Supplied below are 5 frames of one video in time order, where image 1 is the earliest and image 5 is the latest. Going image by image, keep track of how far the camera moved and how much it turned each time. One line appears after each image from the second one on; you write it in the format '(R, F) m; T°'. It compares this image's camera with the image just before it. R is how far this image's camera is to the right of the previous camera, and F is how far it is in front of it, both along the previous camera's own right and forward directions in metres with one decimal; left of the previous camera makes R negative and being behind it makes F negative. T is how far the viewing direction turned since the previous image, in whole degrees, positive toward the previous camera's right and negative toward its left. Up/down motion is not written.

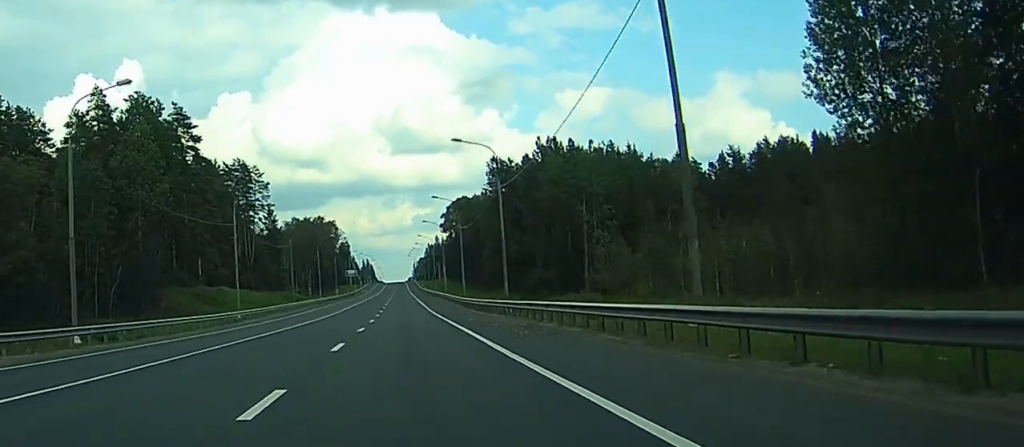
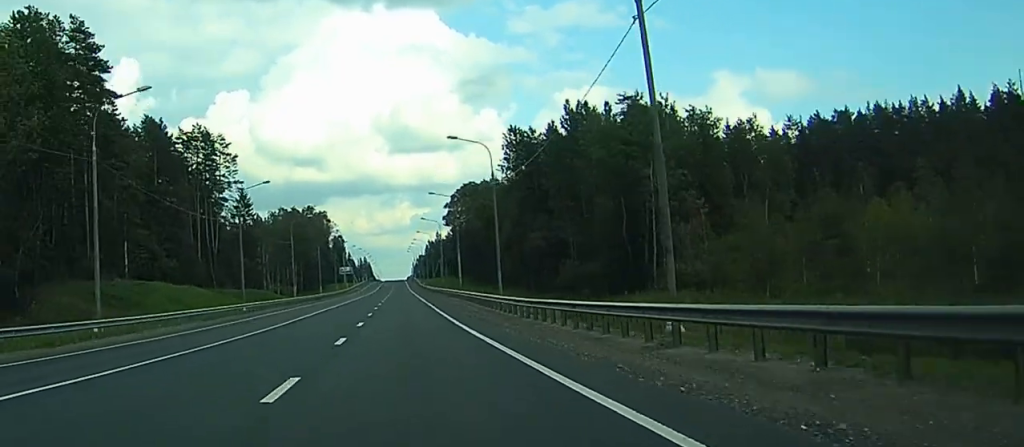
(+0.1, +34.6) m; 0°
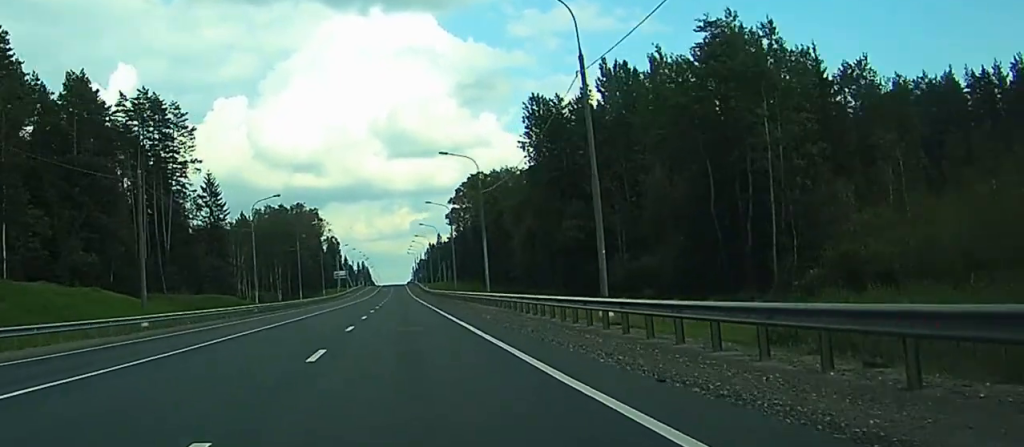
(0.0, +30.1) m; 0°
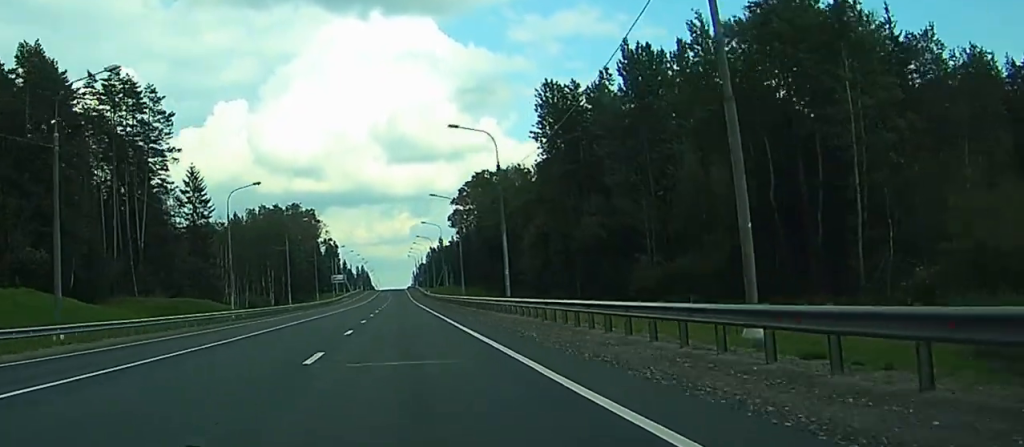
(0.0, +12.2) m; 0°
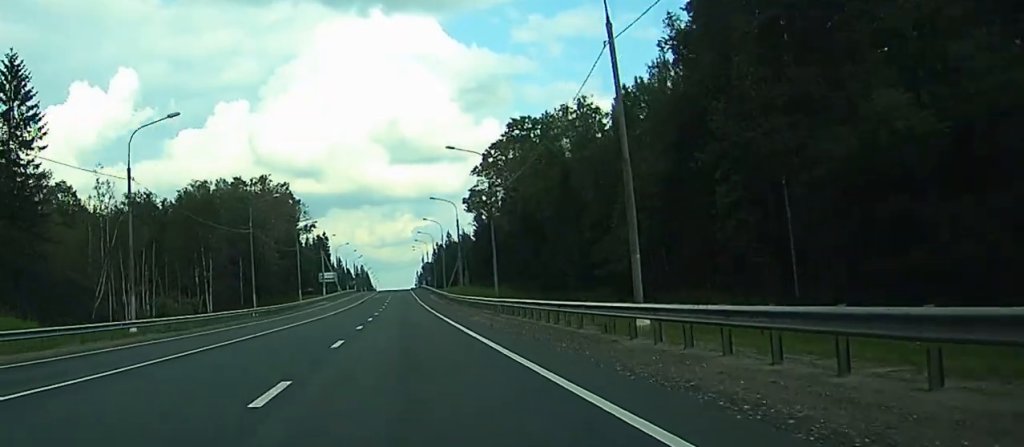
(0.0, +65.9) m; 0°
